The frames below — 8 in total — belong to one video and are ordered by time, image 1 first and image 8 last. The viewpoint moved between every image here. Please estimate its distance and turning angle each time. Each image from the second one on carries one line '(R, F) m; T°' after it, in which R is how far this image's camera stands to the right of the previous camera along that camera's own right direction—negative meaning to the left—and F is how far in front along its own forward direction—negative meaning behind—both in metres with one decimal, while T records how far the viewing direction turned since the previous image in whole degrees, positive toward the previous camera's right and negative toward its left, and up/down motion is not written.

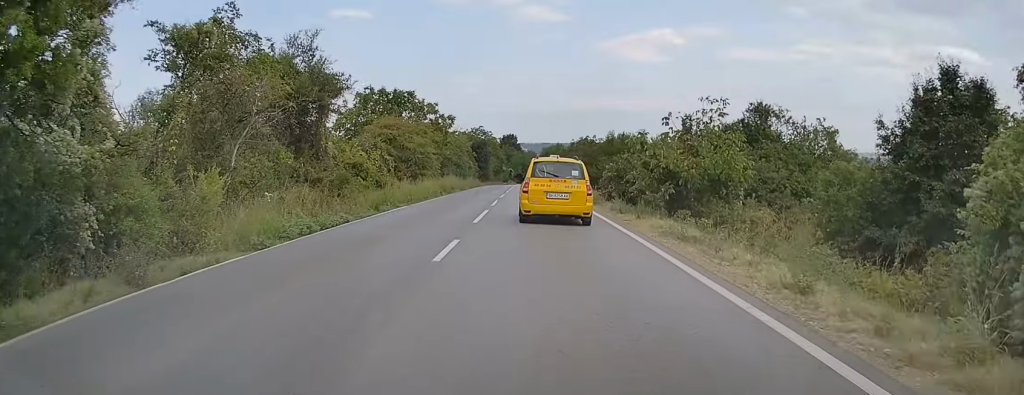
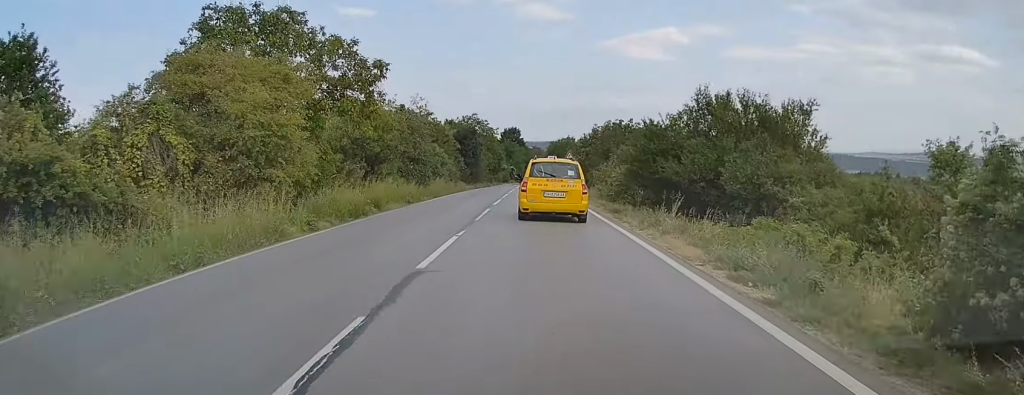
(0.0, +26.3) m; +1°
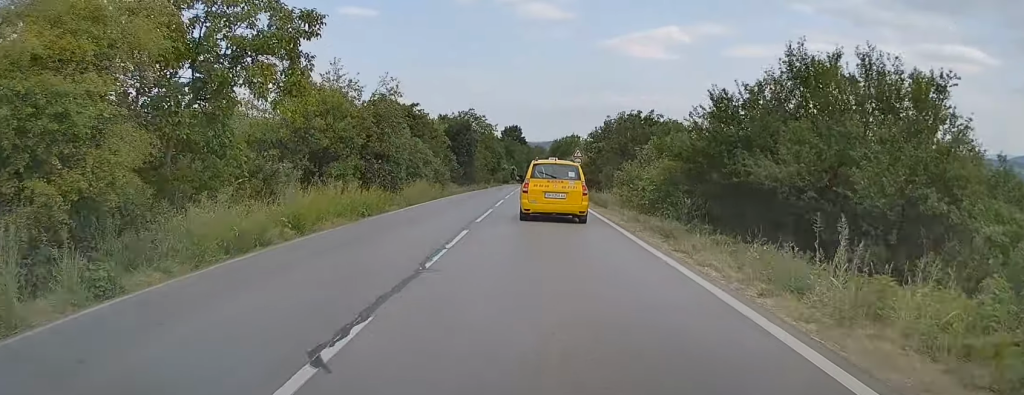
(0.0, +9.1) m; 0°
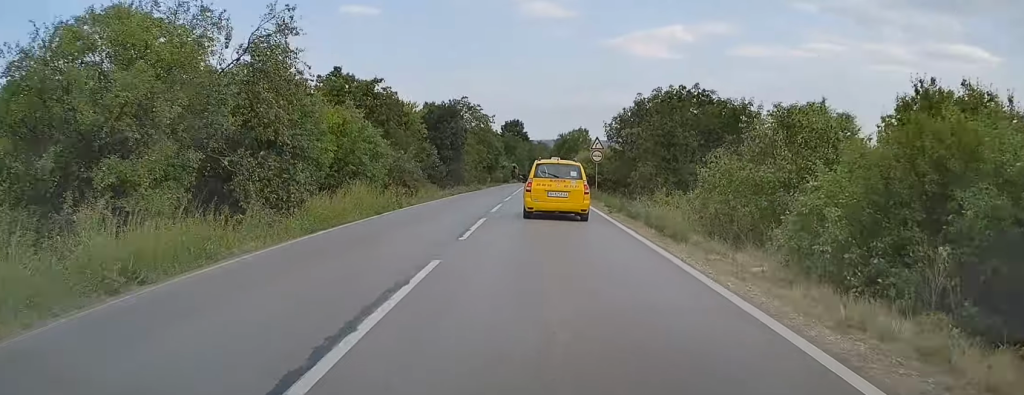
(+0.3, +14.2) m; 0°
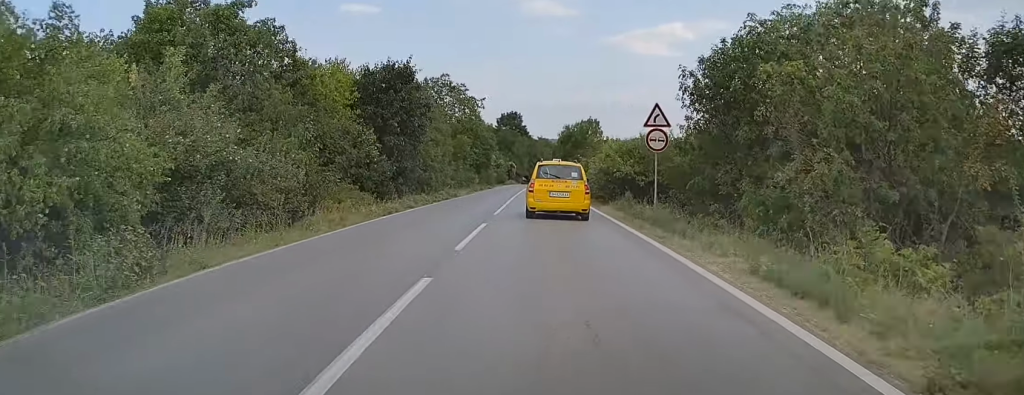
(-0.5, +19.5) m; -1°
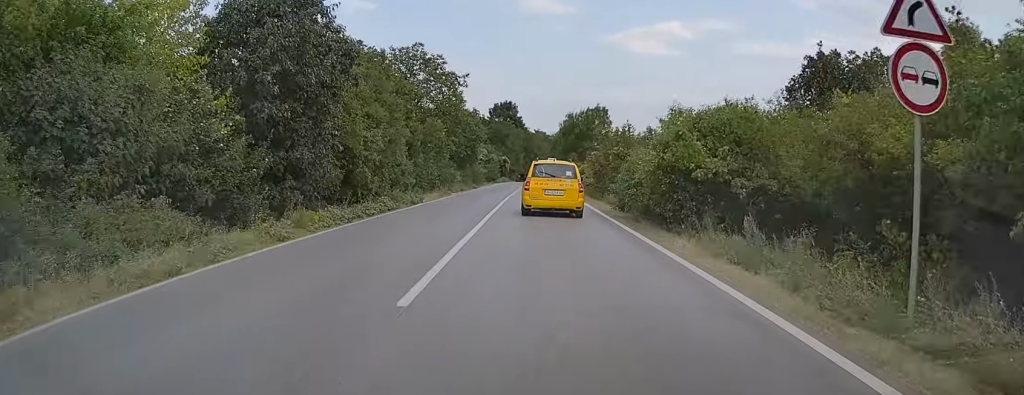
(0.0, +15.1) m; 0°
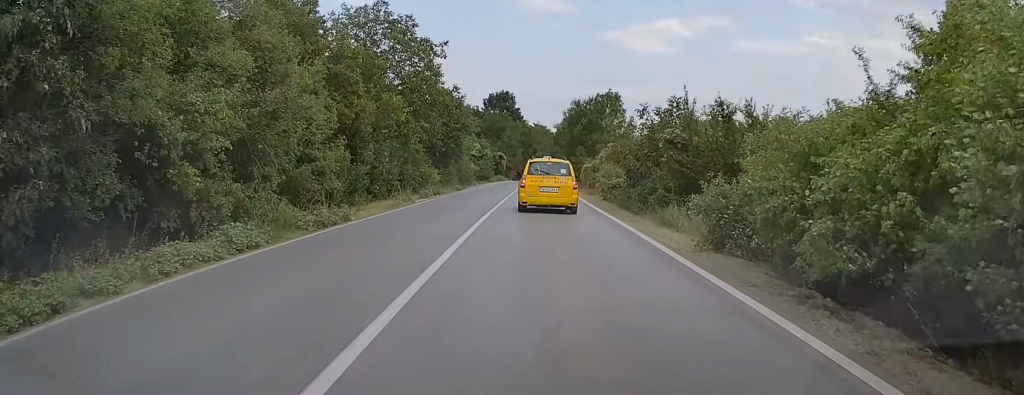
(0.0, +13.2) m; 0°
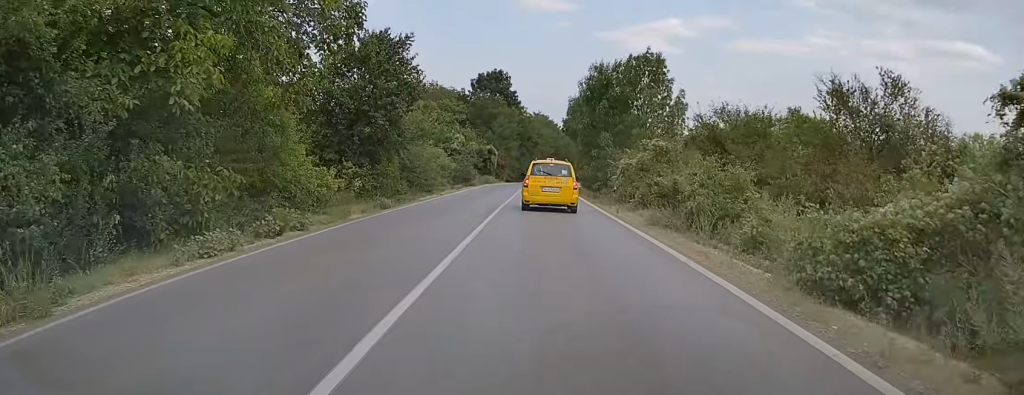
(+0.3, +24.3) m; +2°
